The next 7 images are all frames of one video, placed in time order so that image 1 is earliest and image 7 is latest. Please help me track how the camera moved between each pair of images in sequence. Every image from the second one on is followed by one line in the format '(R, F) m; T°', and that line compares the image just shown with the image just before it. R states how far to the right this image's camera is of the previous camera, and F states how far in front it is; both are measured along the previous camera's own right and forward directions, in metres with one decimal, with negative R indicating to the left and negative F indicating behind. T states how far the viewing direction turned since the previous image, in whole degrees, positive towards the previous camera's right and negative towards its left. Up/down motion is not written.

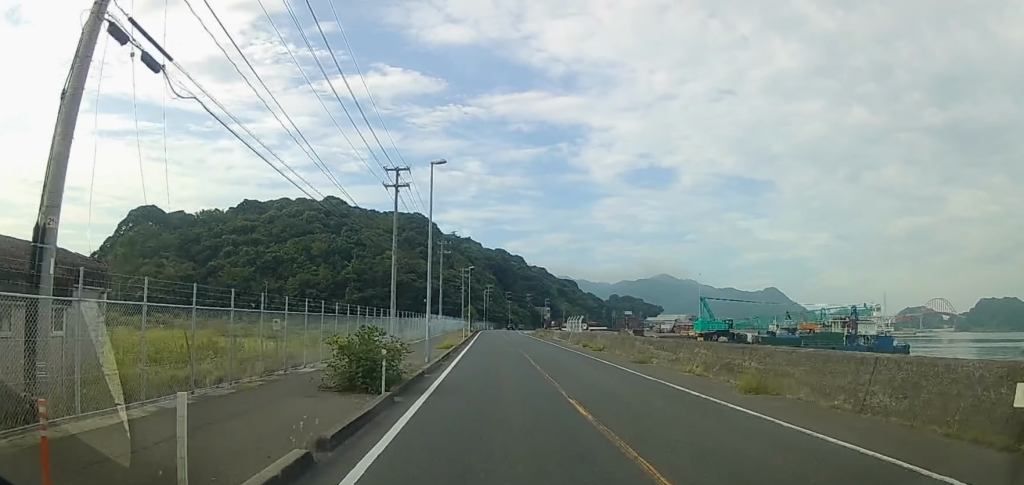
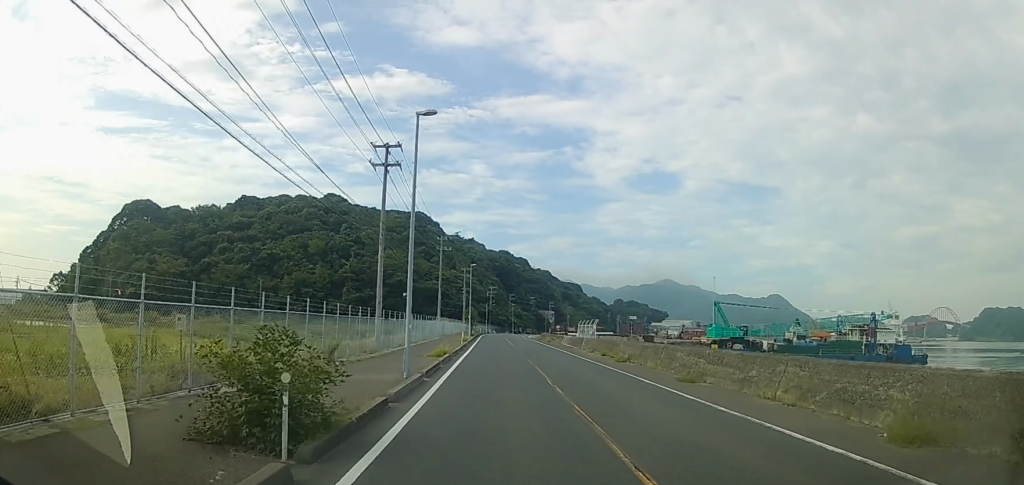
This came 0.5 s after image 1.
(+0.1, +5.9) m; -1°
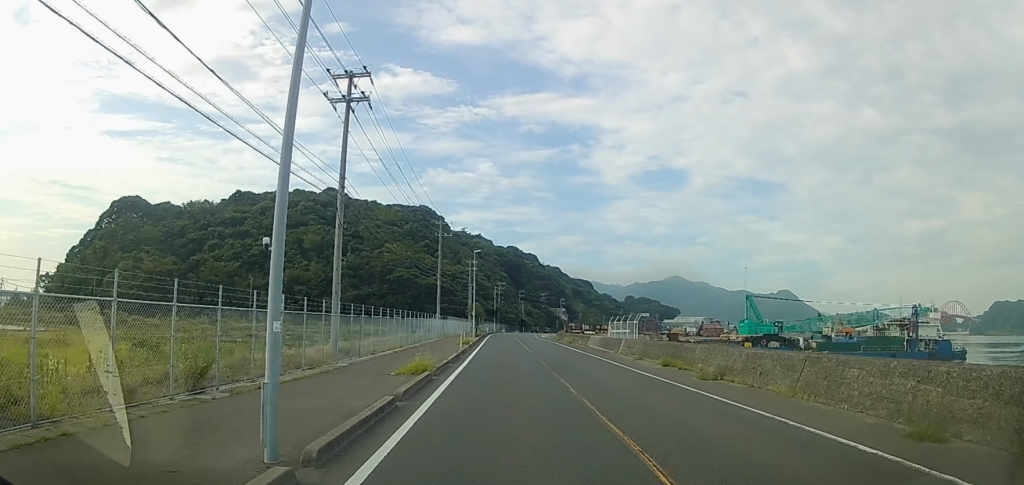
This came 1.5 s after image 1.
(-0.4, +11.0) m; 0°
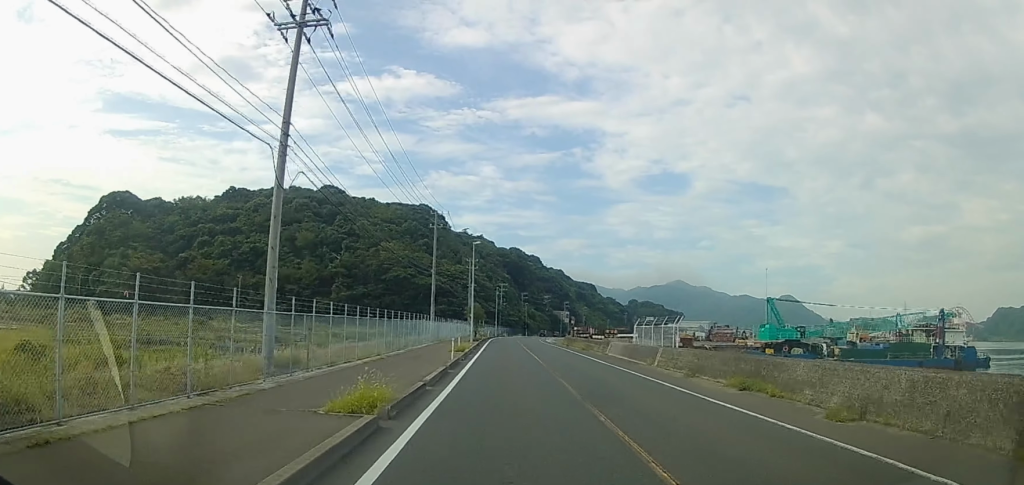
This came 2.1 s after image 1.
(+0.2, +7.4) m; 0°
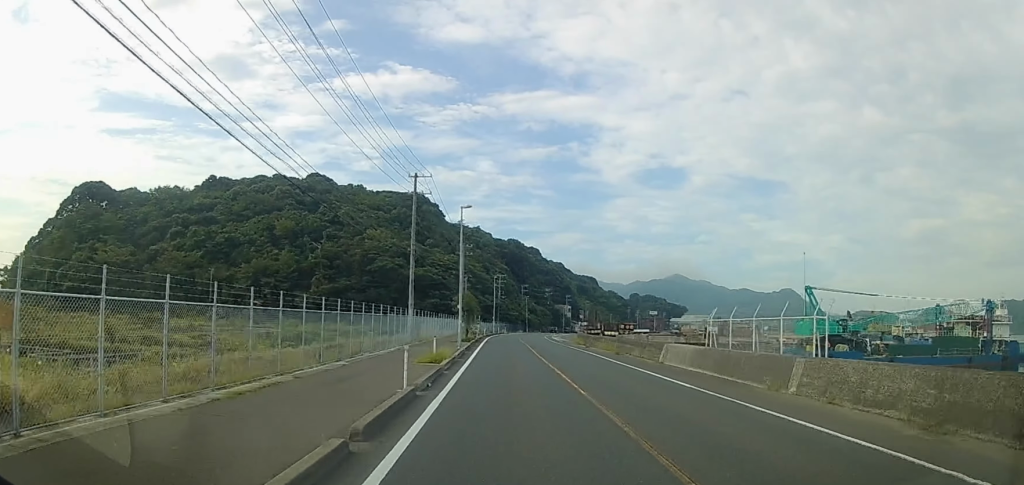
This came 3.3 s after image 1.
(-0.1, +13.4) m; 0°
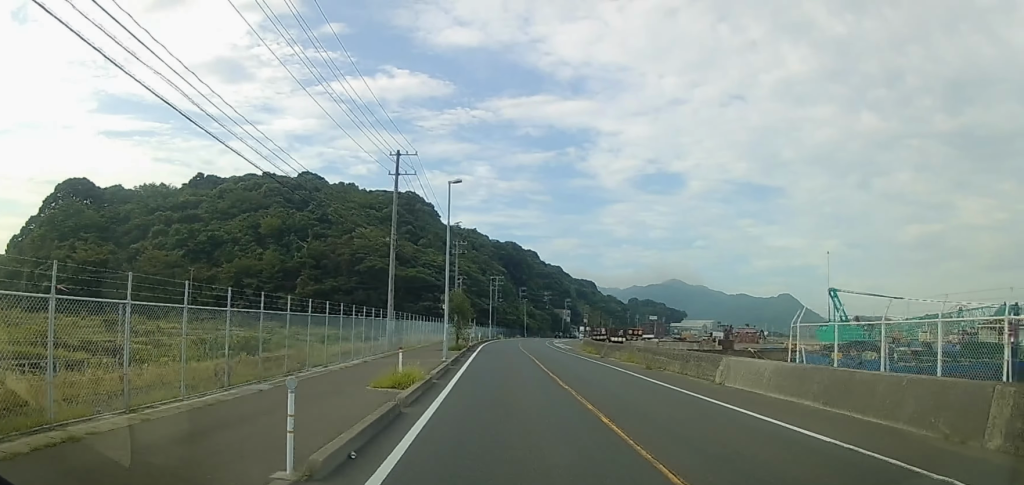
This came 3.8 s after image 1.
(-0.1, +6.7) m; 0°
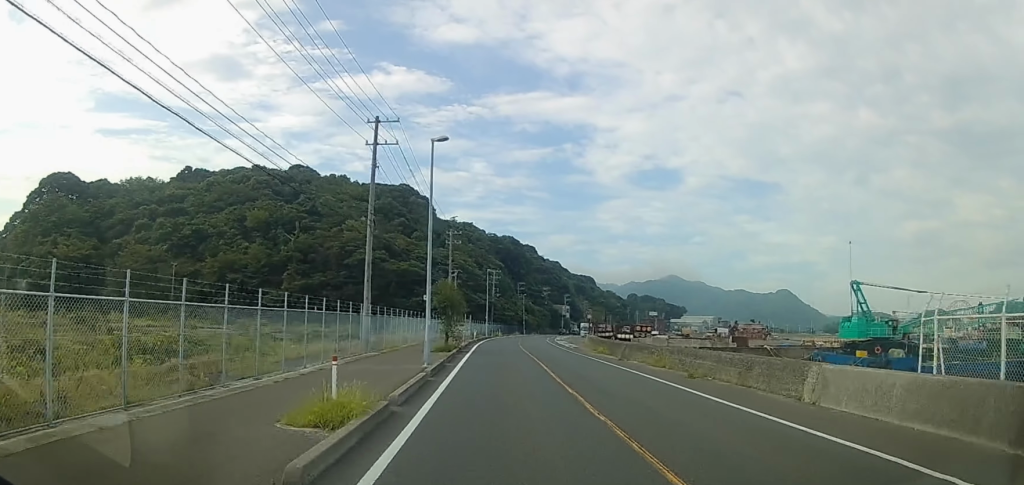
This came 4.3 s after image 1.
(+0.2, +5.8) m; 0°
